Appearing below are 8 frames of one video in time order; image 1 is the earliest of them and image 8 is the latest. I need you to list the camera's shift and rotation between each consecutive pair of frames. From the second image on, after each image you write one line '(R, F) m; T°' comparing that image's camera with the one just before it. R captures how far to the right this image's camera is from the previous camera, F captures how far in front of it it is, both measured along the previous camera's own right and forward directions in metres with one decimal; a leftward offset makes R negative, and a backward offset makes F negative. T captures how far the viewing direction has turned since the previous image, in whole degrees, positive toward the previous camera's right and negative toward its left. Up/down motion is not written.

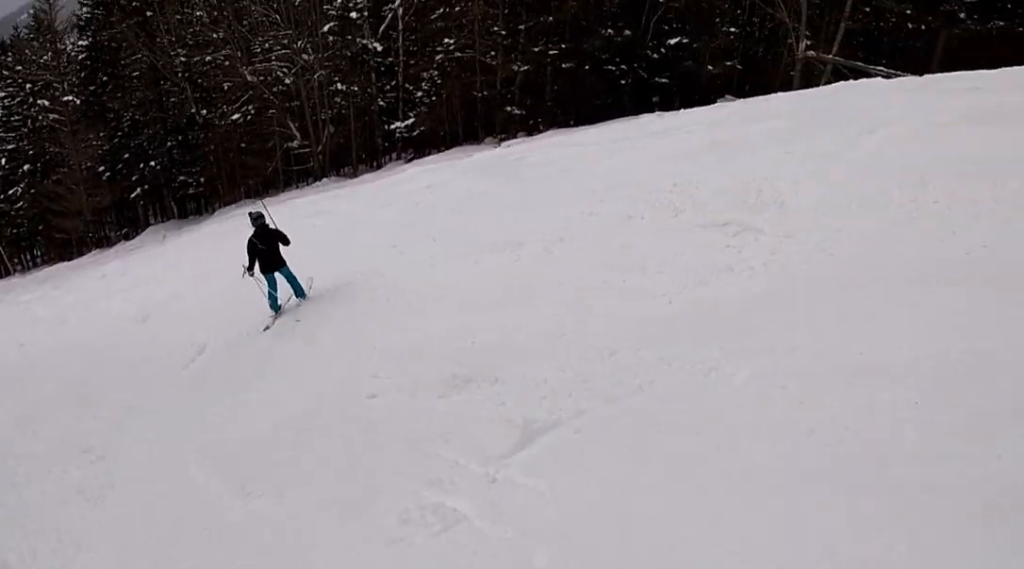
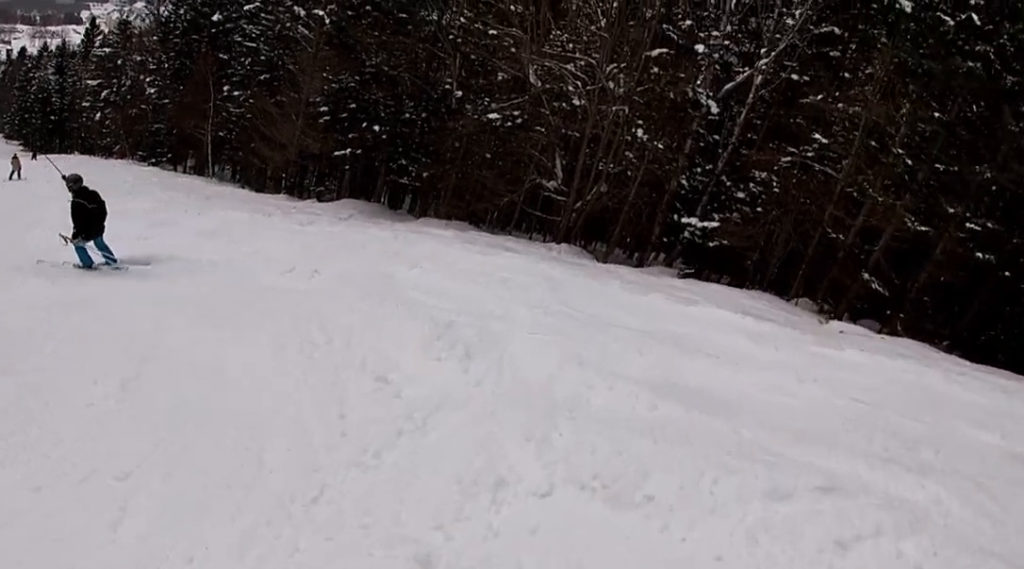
(-0.3, +8.5) m; -21°
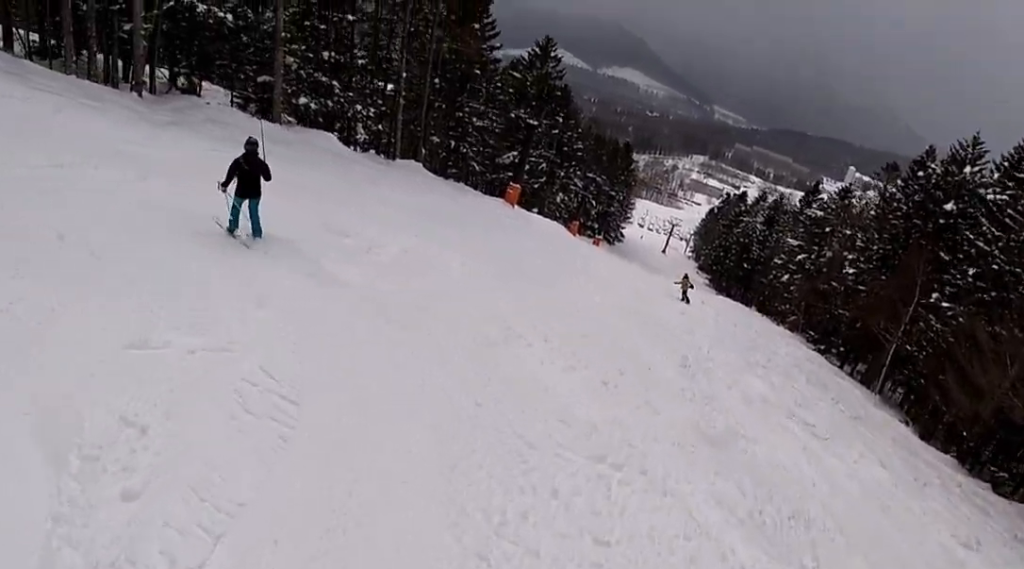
(-3.7, +5.7) m; -62°
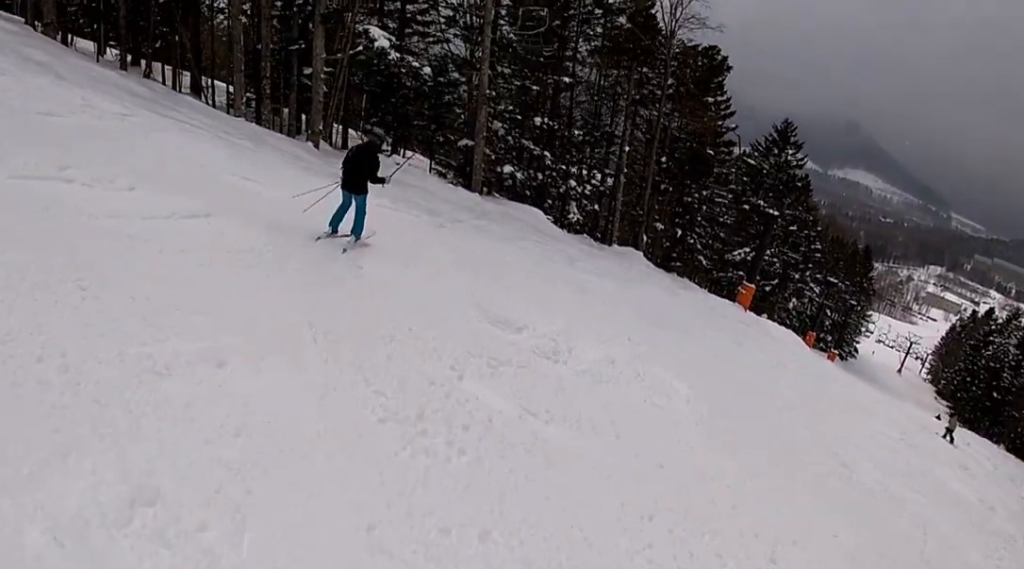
(-1.0, +3.7) m; -21°
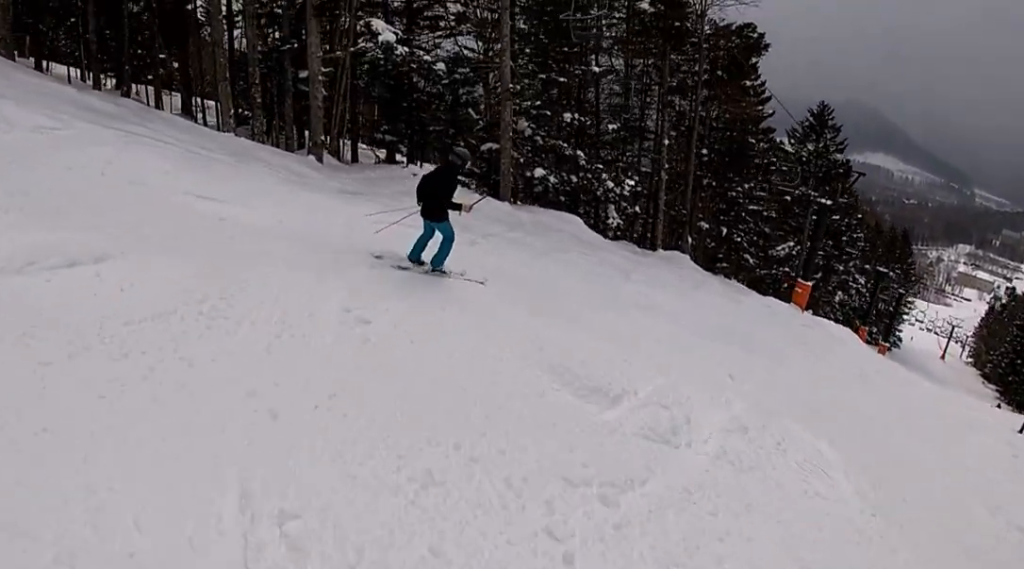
(-0.6, +2.3) m; 0°
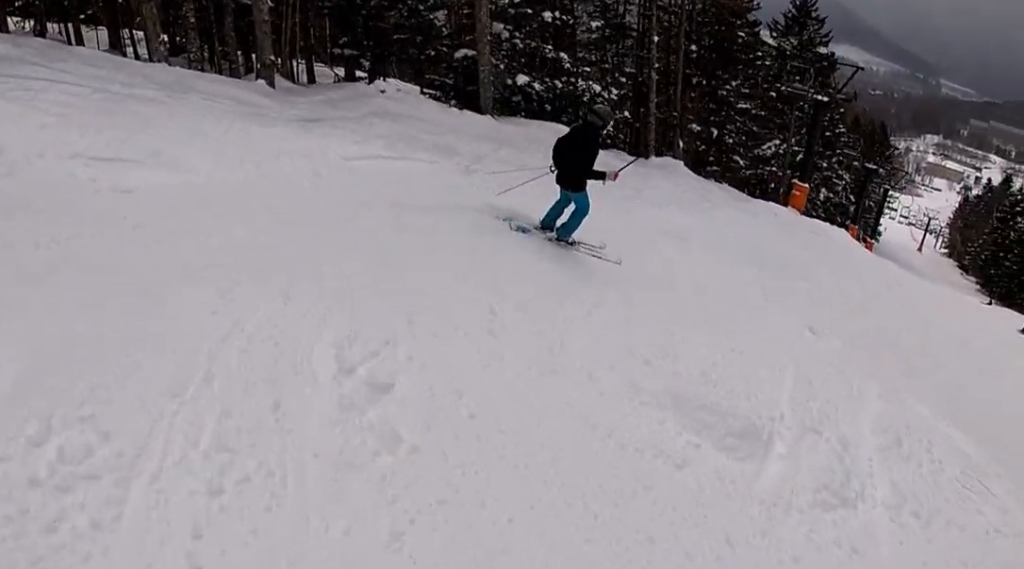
(-0.1, +2.0) m; +7°
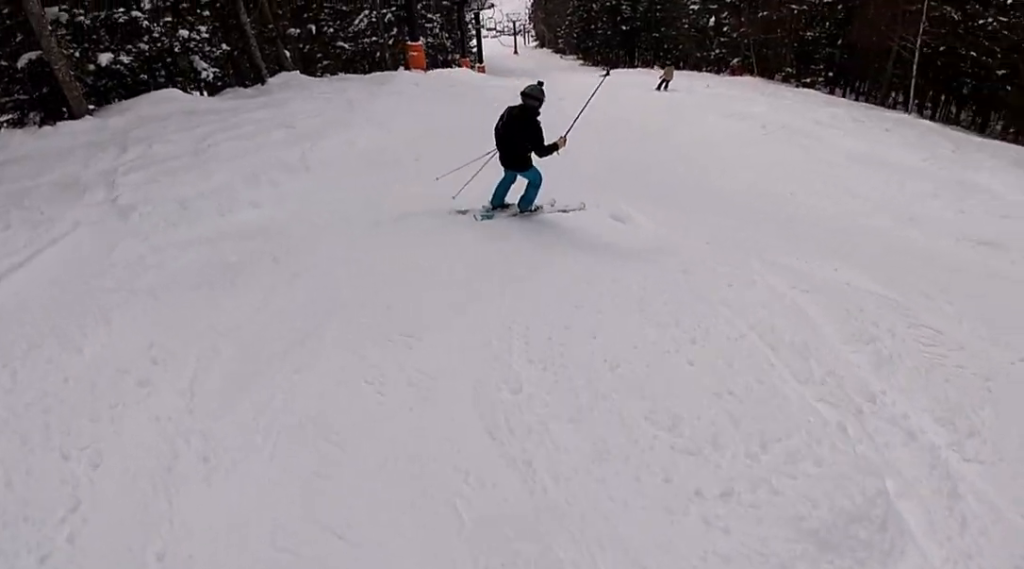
(+0.3, +2.8) m; +27°
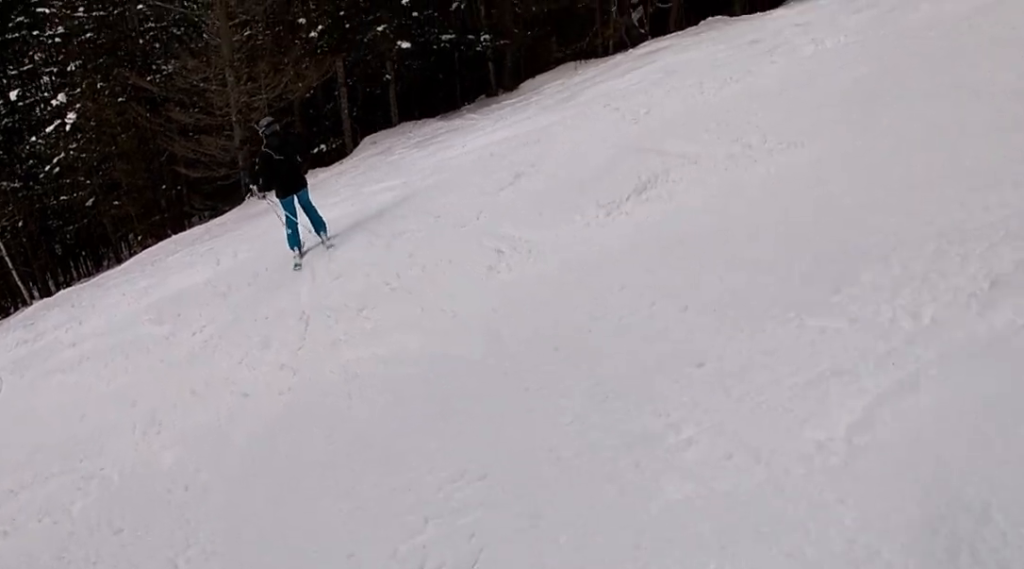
(+5.0, +4.2) m; +64°
